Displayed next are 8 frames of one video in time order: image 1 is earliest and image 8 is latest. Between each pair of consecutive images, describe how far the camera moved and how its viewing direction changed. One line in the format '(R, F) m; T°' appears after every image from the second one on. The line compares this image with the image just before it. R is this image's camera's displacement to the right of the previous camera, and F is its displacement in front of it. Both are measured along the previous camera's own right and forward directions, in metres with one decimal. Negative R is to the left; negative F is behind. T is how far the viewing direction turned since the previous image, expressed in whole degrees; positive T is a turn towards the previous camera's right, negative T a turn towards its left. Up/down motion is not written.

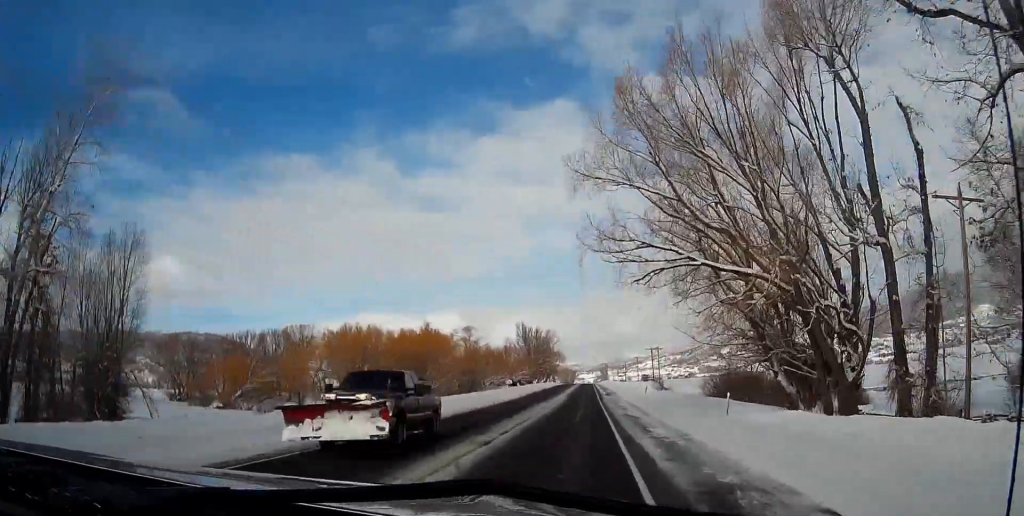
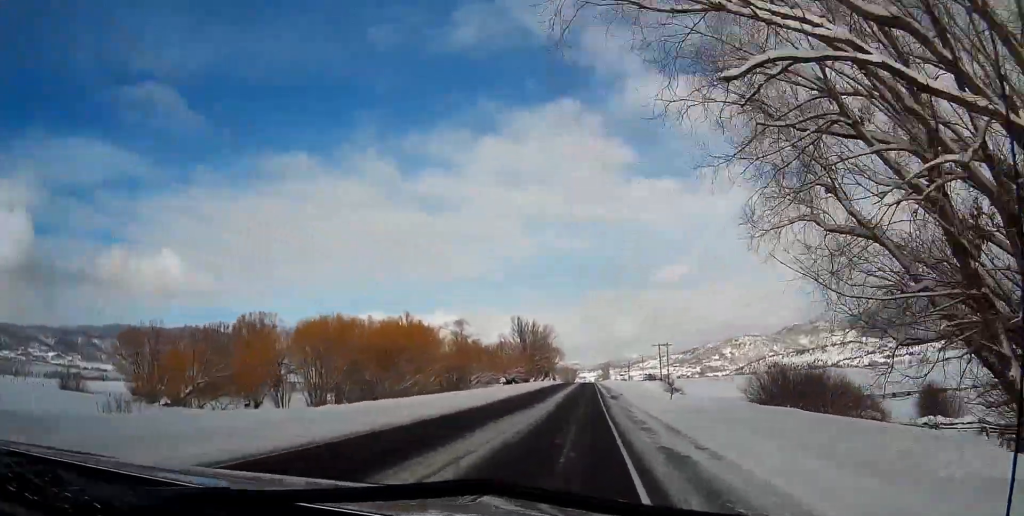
(+0.1, +17.1) m; 0°
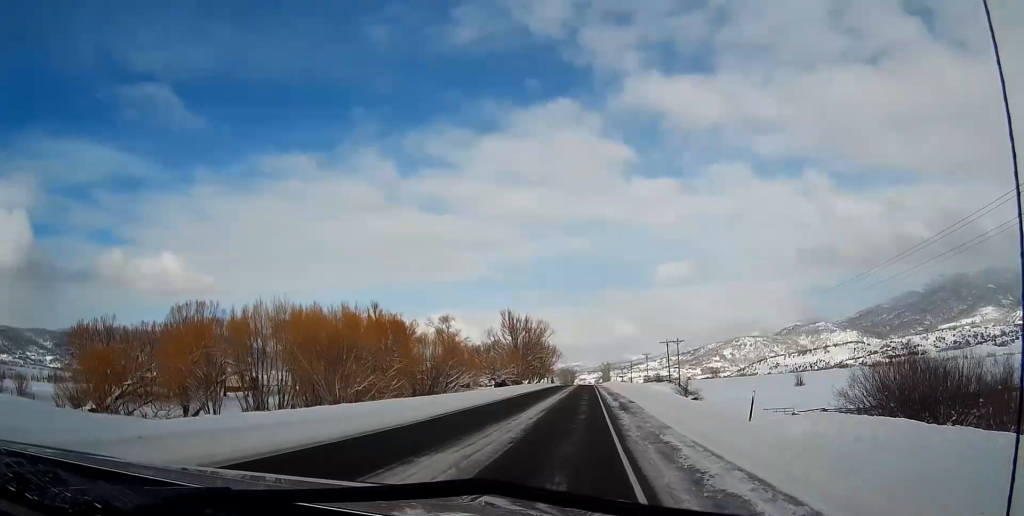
(-0.1, +18.9) m; 0°
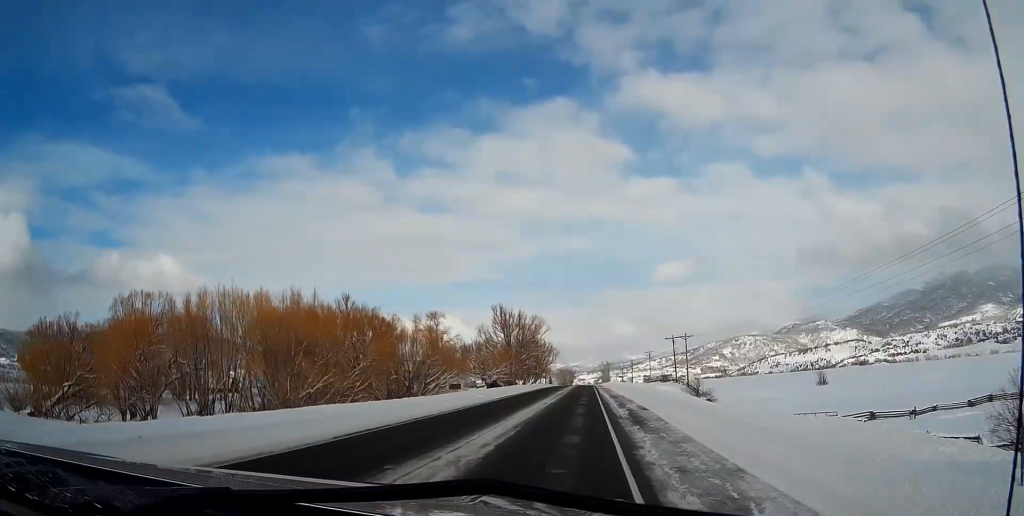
(0.0, +12.6) m; 0°
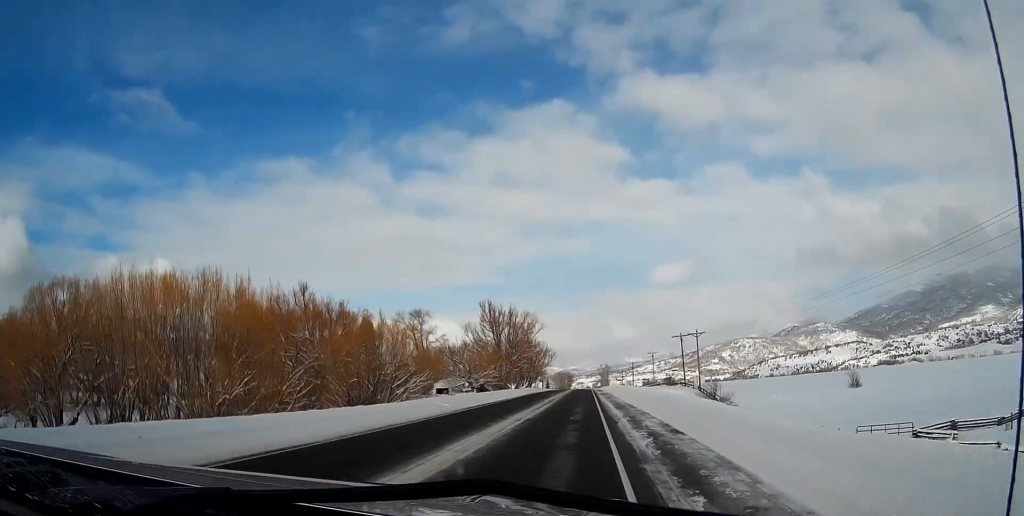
(0.0, +14.5) m; 0°
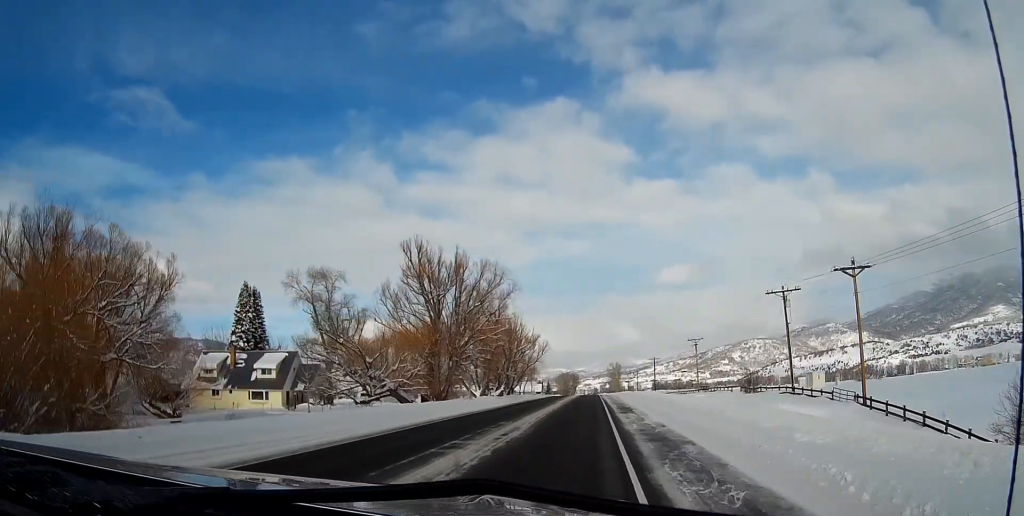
(0.0, +61.5) m; 0°
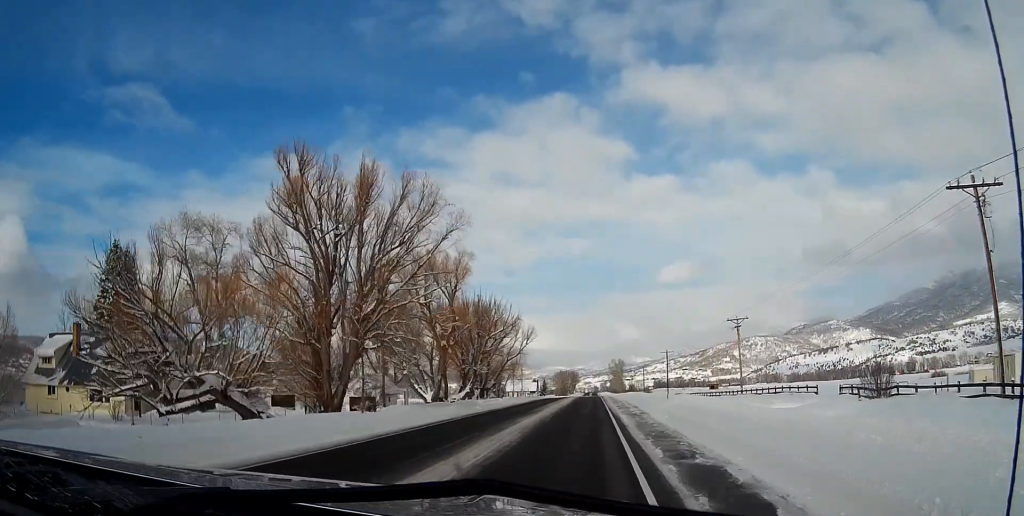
(0.0, +32.6) m; 0°
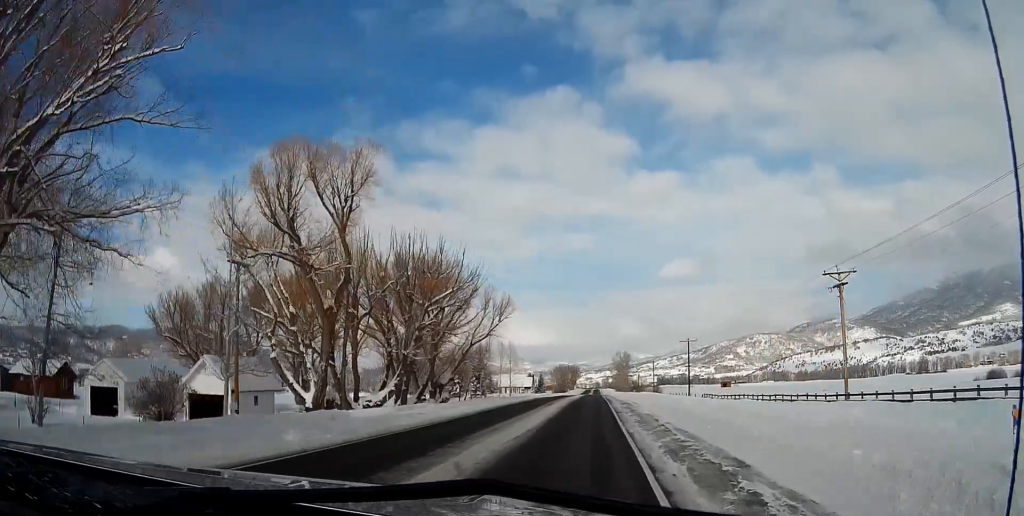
(-0.2, +33.5) m; -1°
